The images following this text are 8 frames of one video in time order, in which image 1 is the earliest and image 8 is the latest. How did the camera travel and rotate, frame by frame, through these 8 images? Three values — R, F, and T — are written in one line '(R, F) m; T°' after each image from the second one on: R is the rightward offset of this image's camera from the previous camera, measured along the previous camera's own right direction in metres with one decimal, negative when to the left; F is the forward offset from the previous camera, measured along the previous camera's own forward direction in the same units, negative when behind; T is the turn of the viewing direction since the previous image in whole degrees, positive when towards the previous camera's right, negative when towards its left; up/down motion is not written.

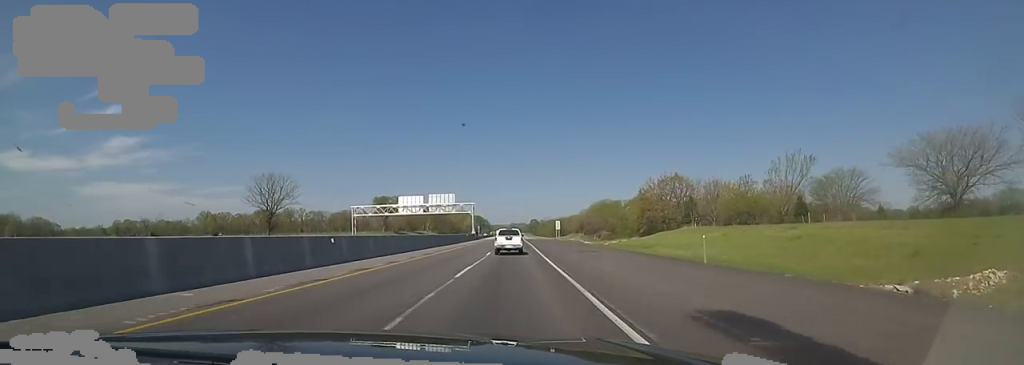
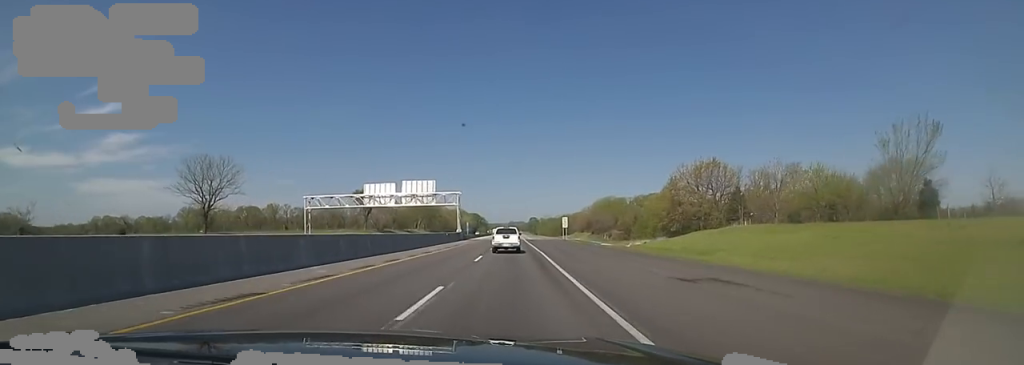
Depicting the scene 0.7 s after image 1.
(+0.1, +22.7) m; 0°
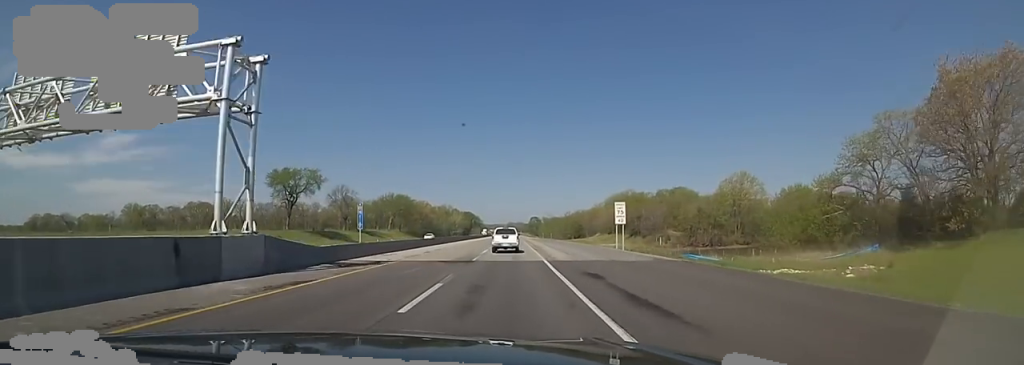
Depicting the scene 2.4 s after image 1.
(-0.1, +59.0) m; 0°
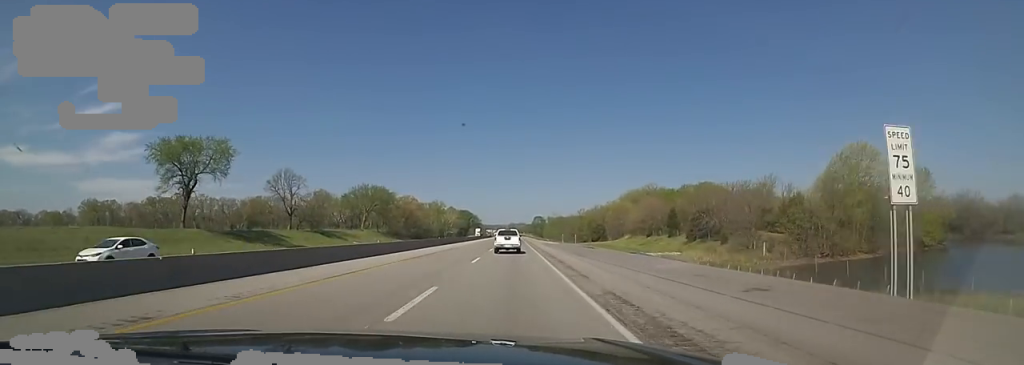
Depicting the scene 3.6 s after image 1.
(-0.2, +38.1) m; 0°
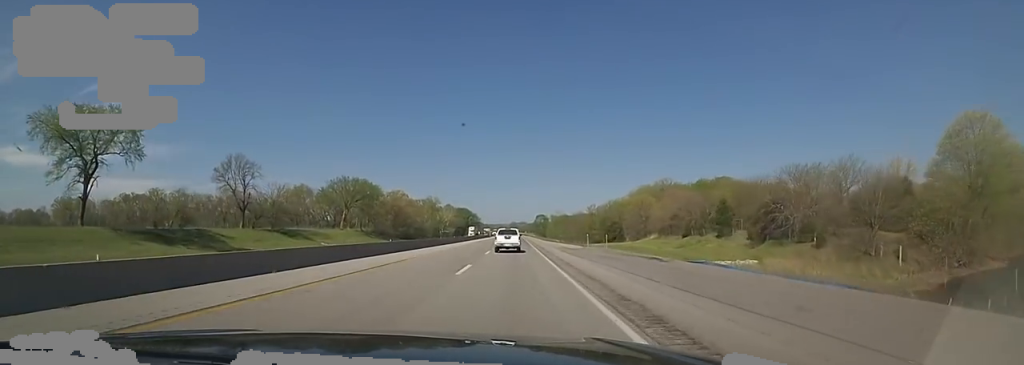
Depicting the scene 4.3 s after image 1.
(0.0, +22.1) m; 0°
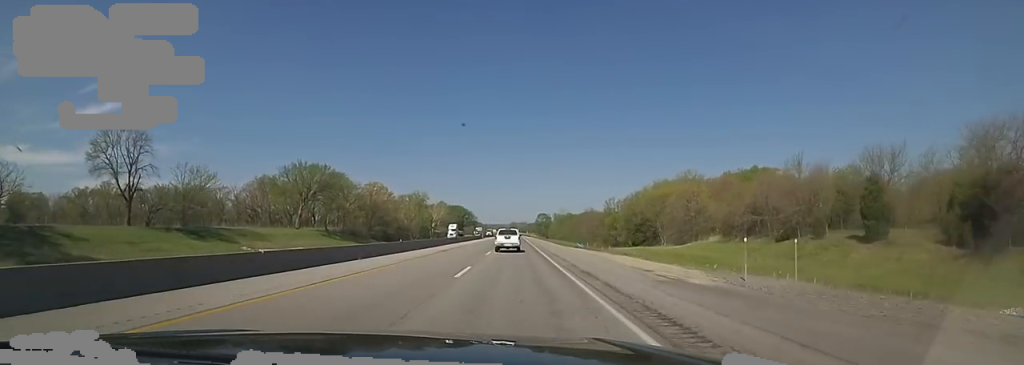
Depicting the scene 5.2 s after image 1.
(+0.1, +30.9) m; 0°
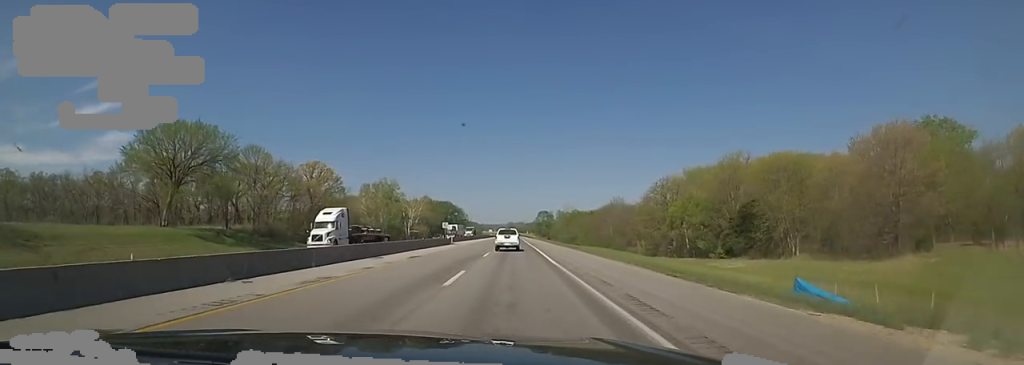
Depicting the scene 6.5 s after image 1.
(+0.3, +49.6) m; 0°
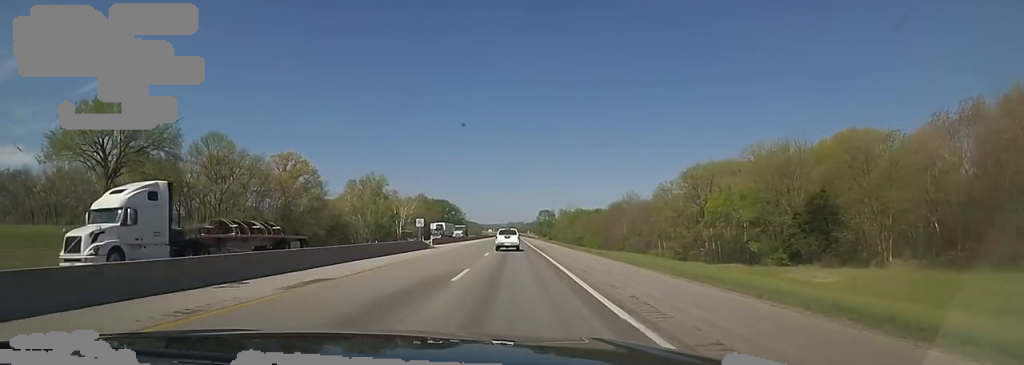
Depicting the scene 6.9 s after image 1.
(+0.1, +14.8) m; 0°
